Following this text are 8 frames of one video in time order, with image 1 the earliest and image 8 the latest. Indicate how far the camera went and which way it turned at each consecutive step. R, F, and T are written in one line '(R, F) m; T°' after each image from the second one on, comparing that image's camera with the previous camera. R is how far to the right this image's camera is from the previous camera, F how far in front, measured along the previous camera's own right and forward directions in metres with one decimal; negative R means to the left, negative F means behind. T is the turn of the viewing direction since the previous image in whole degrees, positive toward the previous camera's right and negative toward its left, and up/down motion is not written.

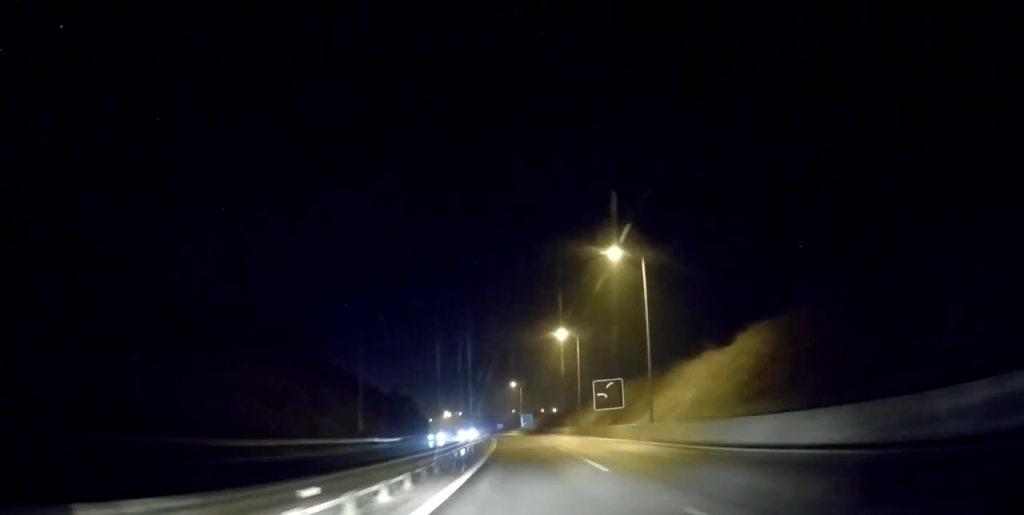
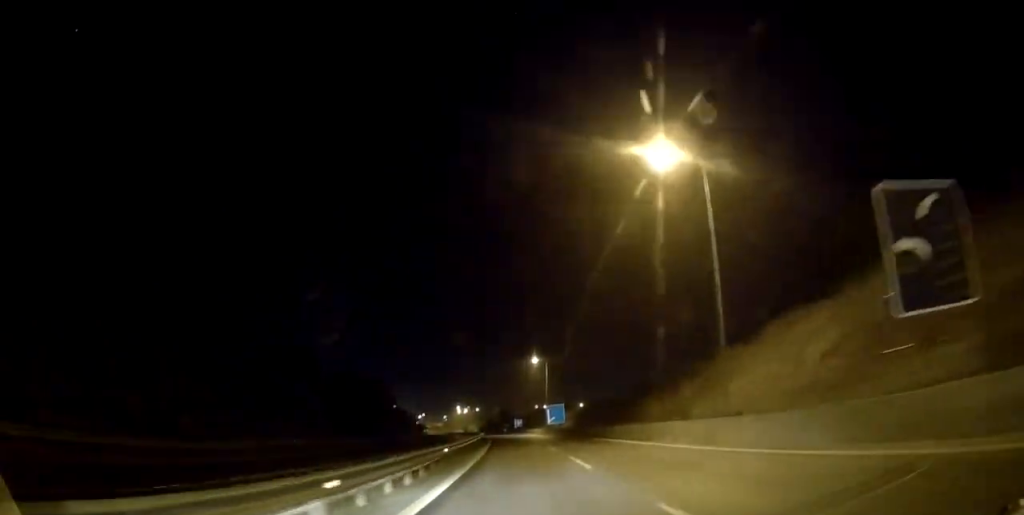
(-0.3, +48.0) m; -2°
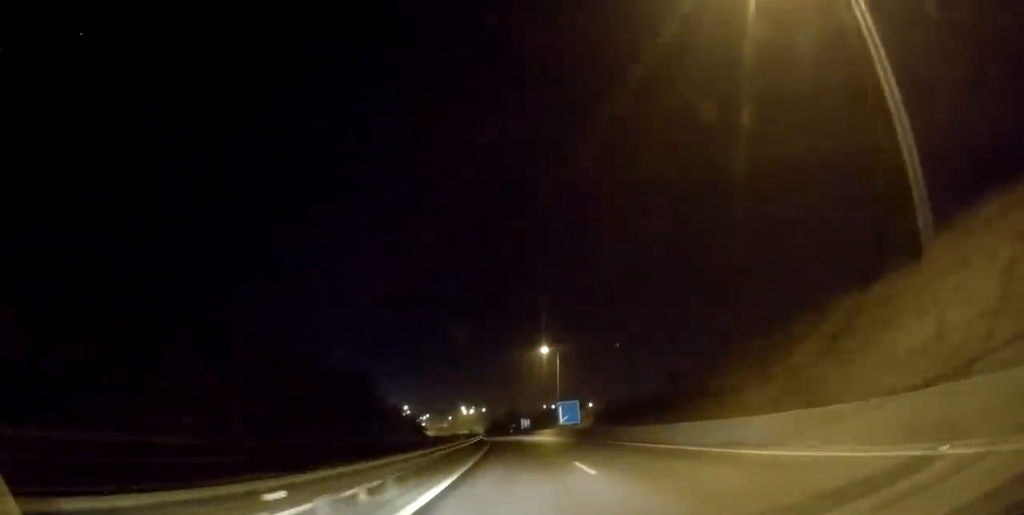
(+0.1, +13.9) m; -1°
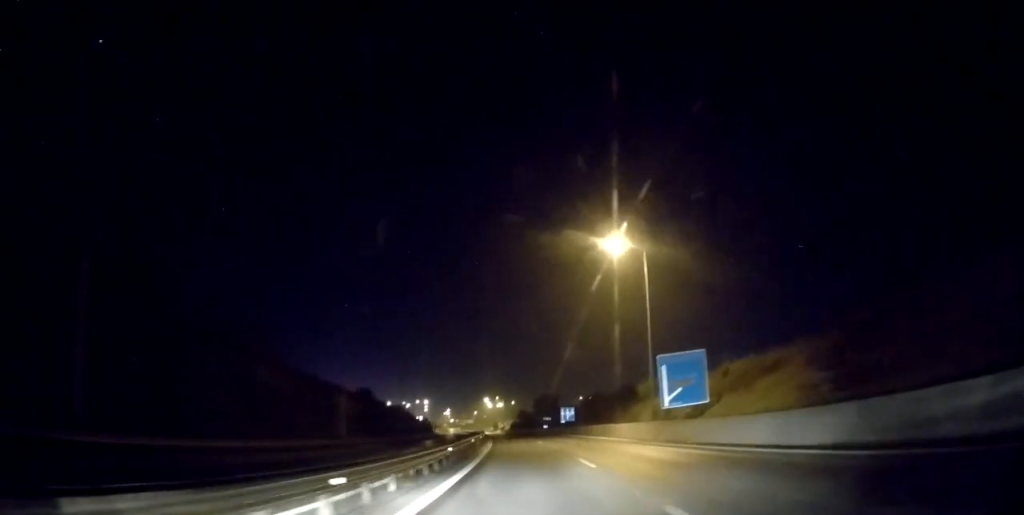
(-2.2, +47.6) m; -4°
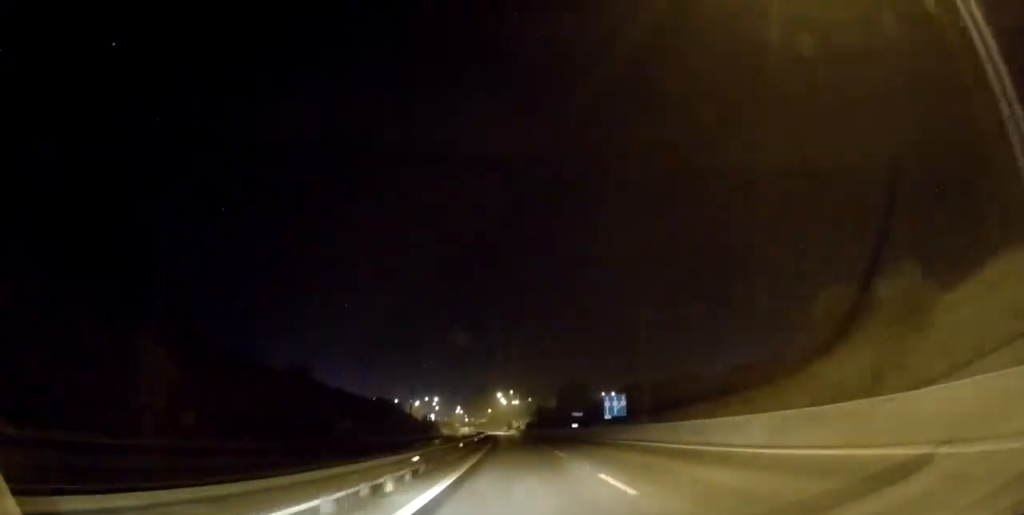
(-0.5, +30.1) m; -2°
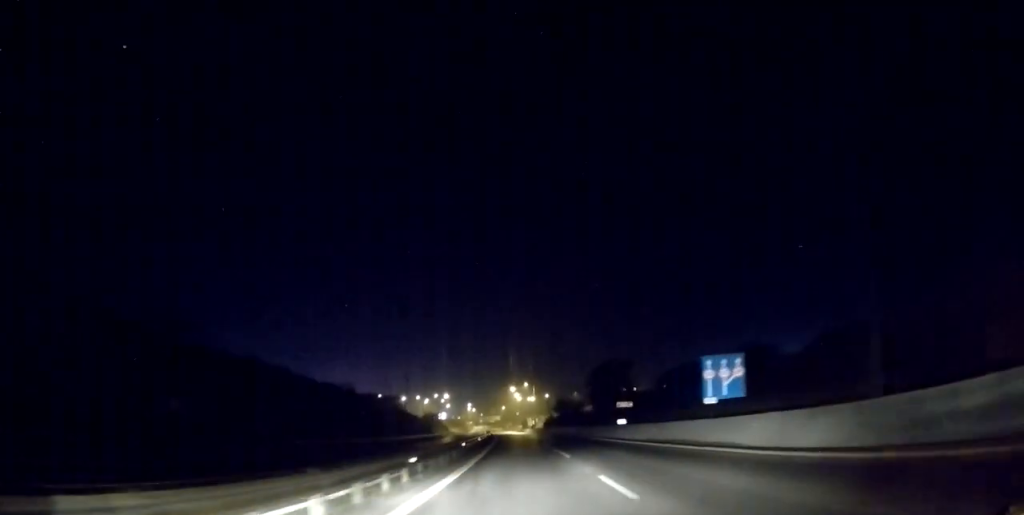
(-0.3, +24.2) m; -1°
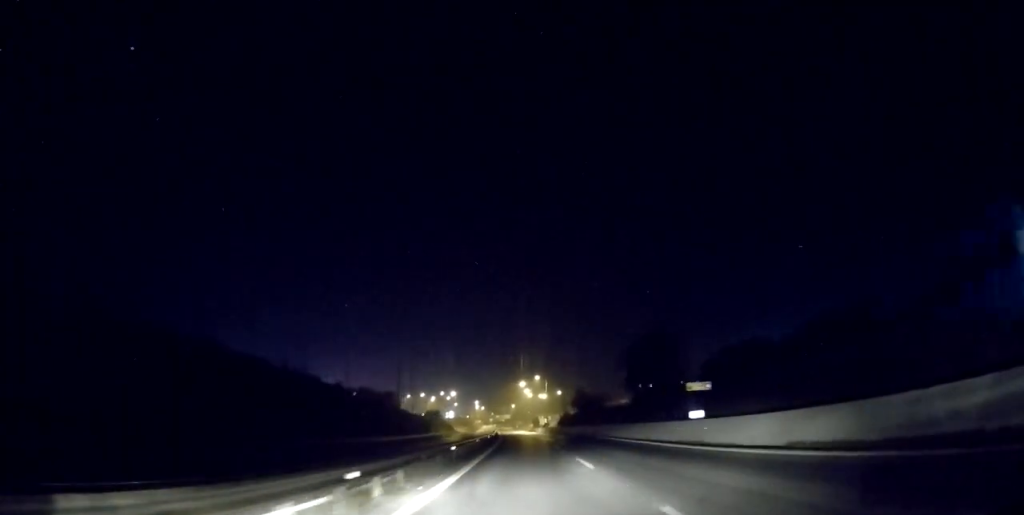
(0.0, +17.1) m; 0°
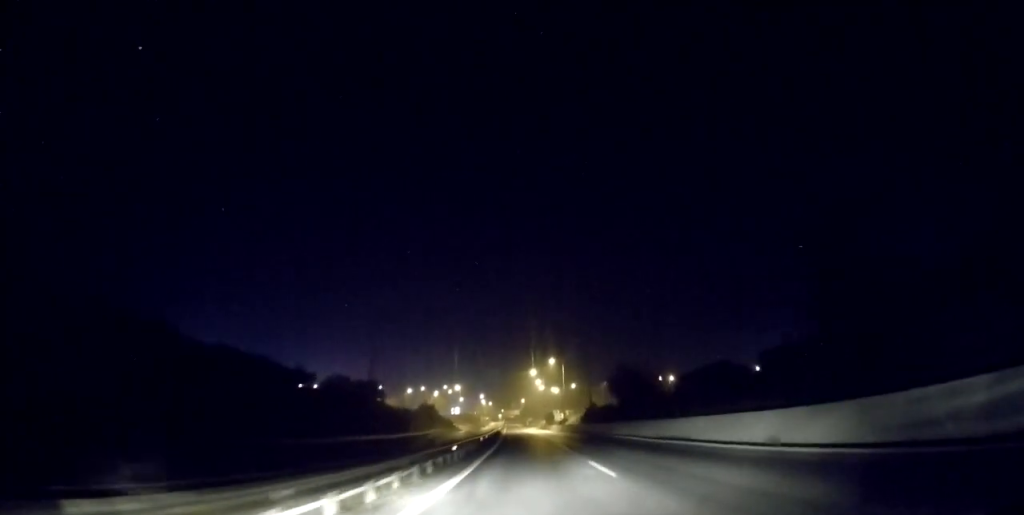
(-0.2, +26.4) m; -1°
